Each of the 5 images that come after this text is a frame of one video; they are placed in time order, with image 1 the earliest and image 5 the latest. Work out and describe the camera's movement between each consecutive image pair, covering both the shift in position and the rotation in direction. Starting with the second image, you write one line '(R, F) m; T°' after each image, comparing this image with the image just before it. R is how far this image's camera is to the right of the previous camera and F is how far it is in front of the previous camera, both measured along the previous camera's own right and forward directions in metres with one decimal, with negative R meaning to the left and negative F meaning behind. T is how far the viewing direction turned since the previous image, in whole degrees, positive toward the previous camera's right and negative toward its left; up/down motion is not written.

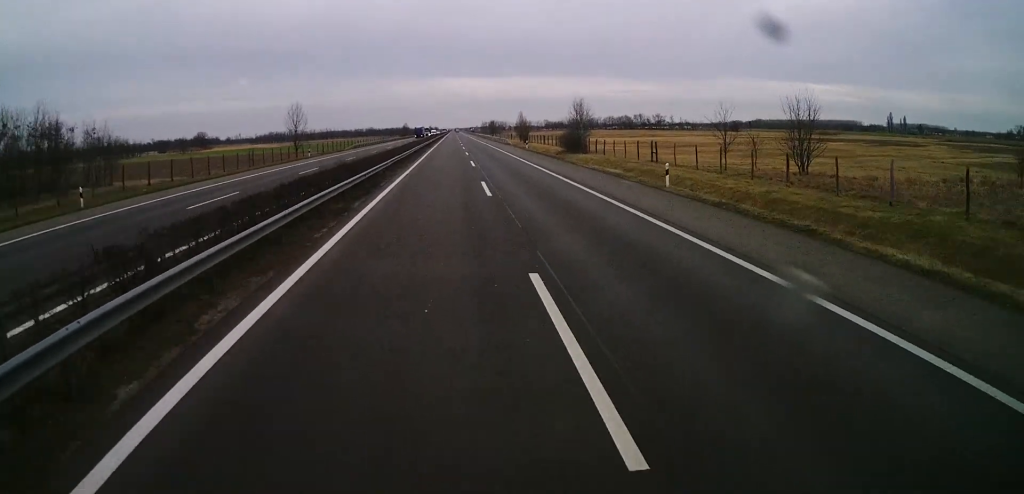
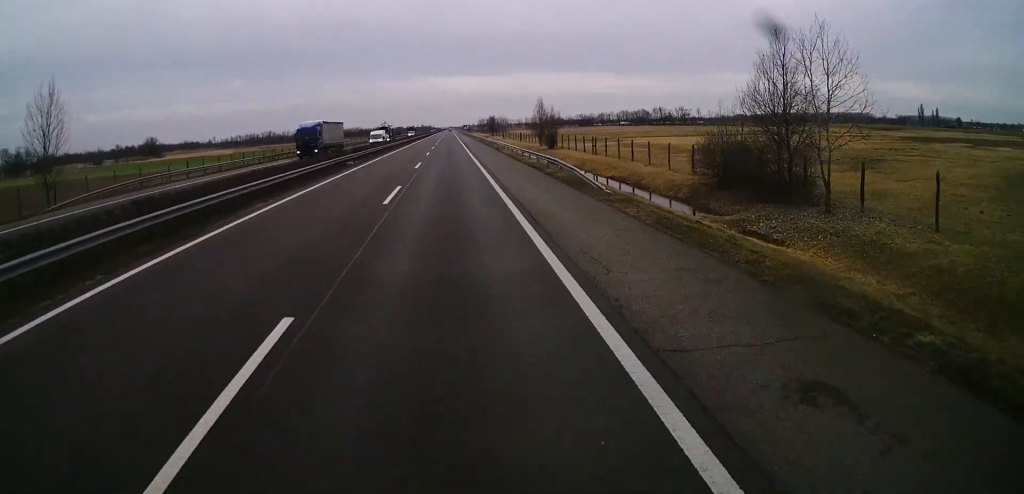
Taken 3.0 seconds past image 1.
(+1.7, +74.3) m; +3°
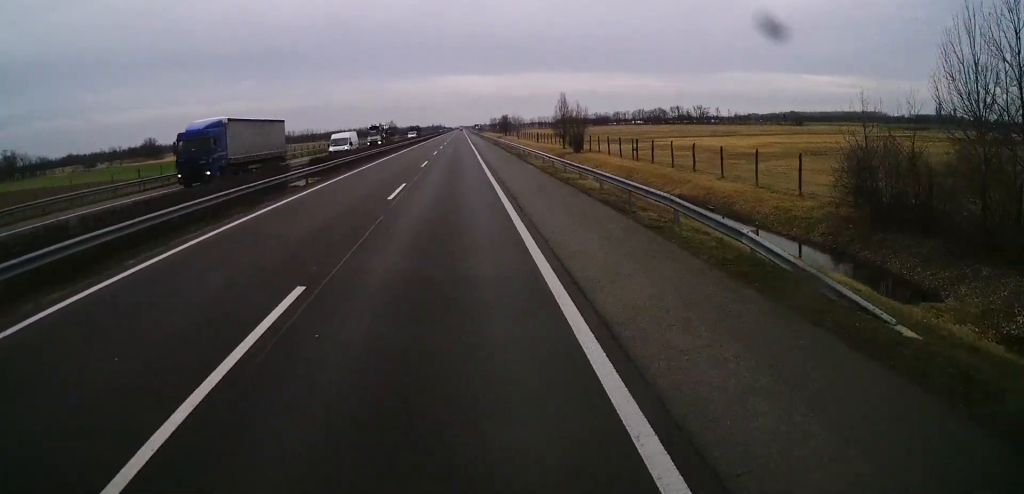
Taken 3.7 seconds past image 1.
(-0.1, +16.6) m; 0°
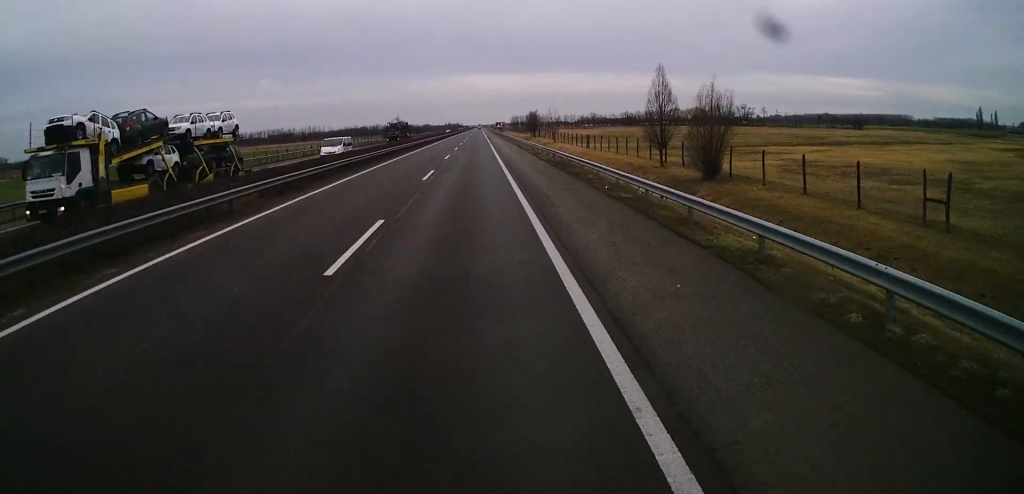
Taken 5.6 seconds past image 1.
(-0.3, +47.9) m; -2°
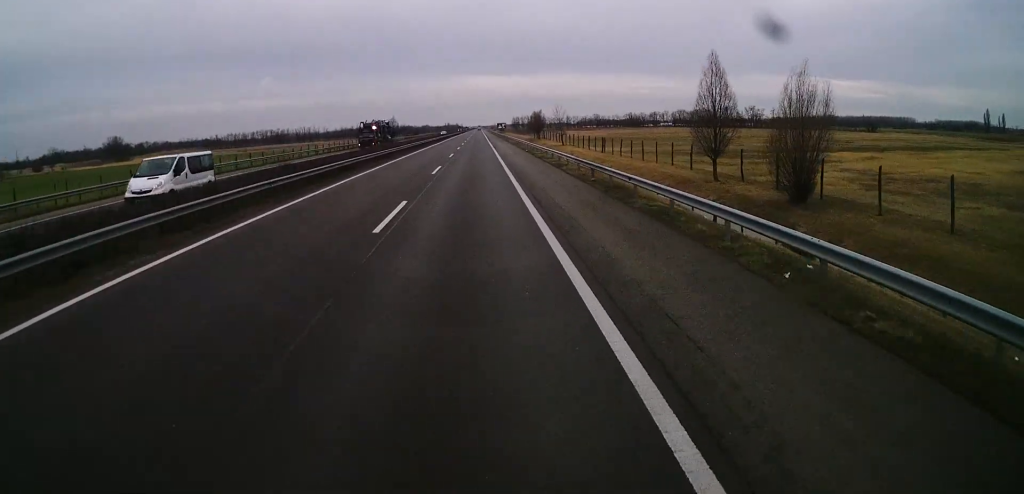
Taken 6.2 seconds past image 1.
(-0.1, +14.1) m; -1°
